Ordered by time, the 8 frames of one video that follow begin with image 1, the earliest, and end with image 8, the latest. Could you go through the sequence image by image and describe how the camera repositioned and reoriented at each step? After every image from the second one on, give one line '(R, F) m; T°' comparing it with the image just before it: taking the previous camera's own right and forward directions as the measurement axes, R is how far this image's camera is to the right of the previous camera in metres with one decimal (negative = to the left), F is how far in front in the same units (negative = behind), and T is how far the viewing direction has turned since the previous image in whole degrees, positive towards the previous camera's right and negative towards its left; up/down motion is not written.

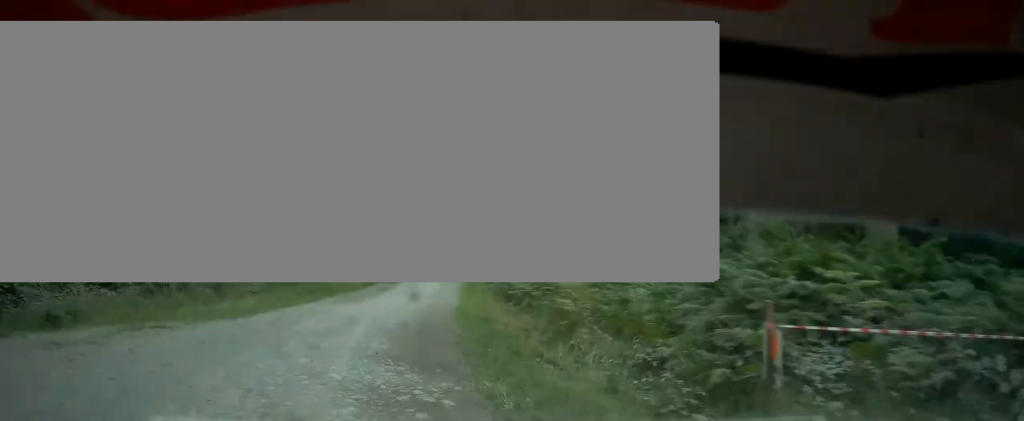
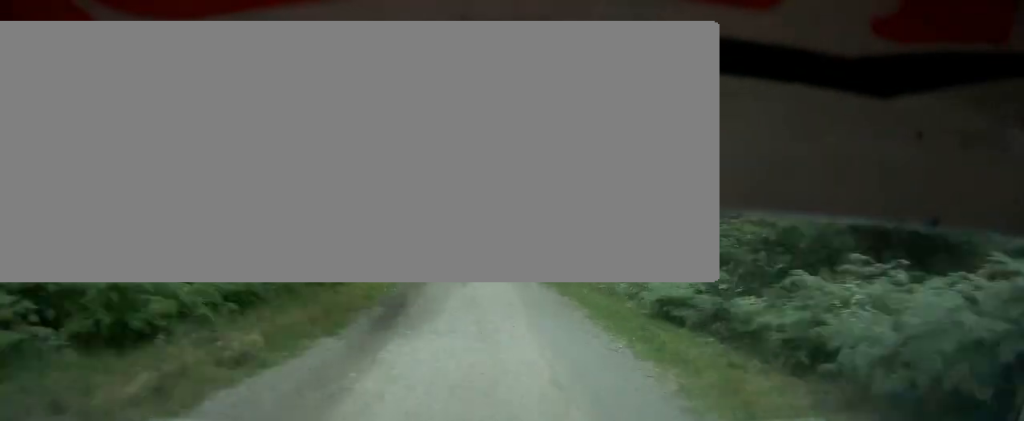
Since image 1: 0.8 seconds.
(+2.4, +24.9) m; +7°
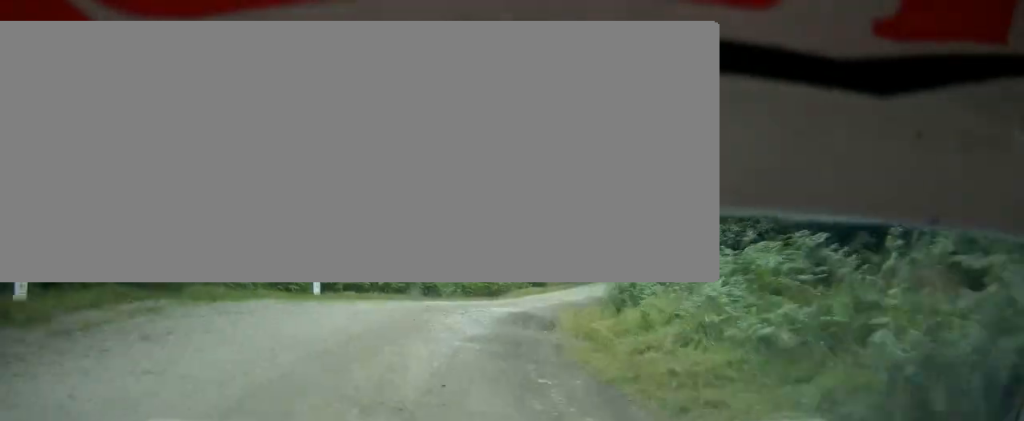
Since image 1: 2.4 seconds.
(+3.8, +44.0) m; +14°
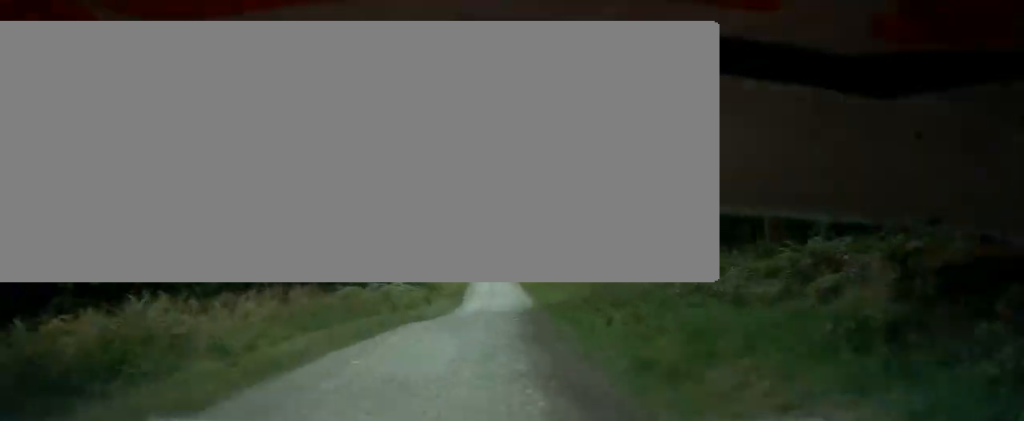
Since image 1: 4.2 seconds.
(+9.9, +49.1) m; +15°
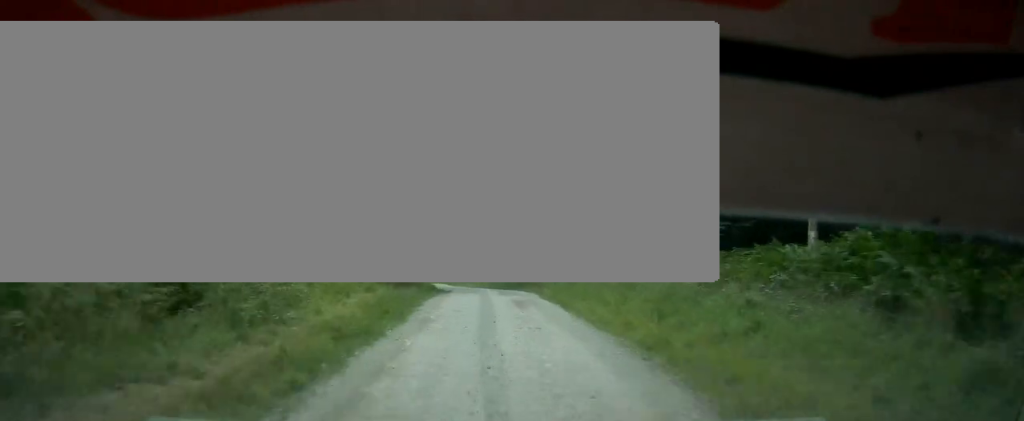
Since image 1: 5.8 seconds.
(+0.1, +48.0) m; 0°
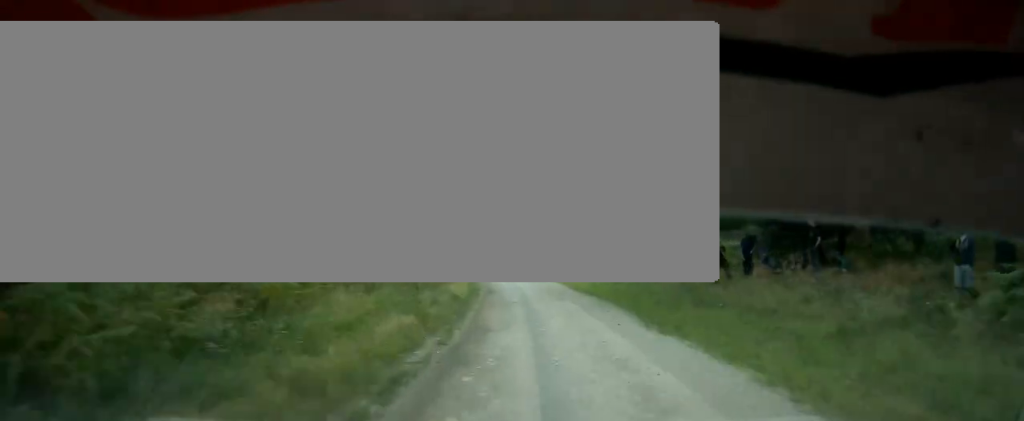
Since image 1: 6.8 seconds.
(0.0, +29.6) m; -1°
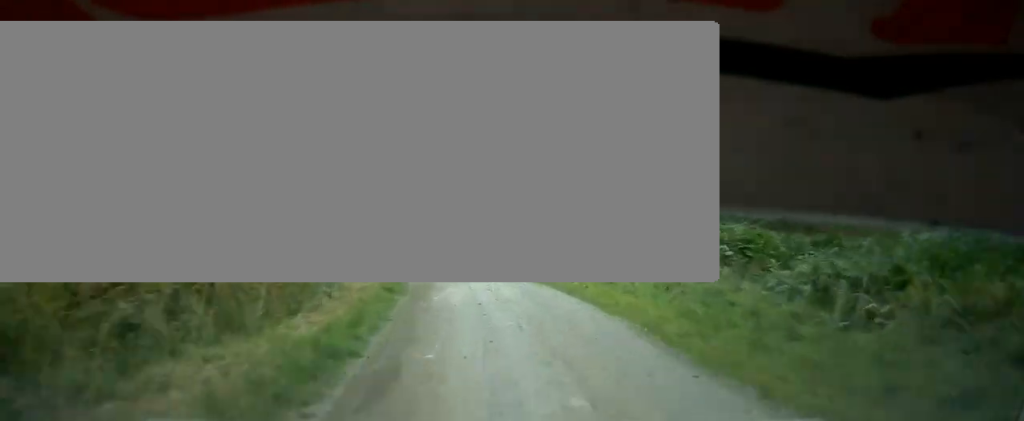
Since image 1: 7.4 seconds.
(0.0, +19.3) m; -1°
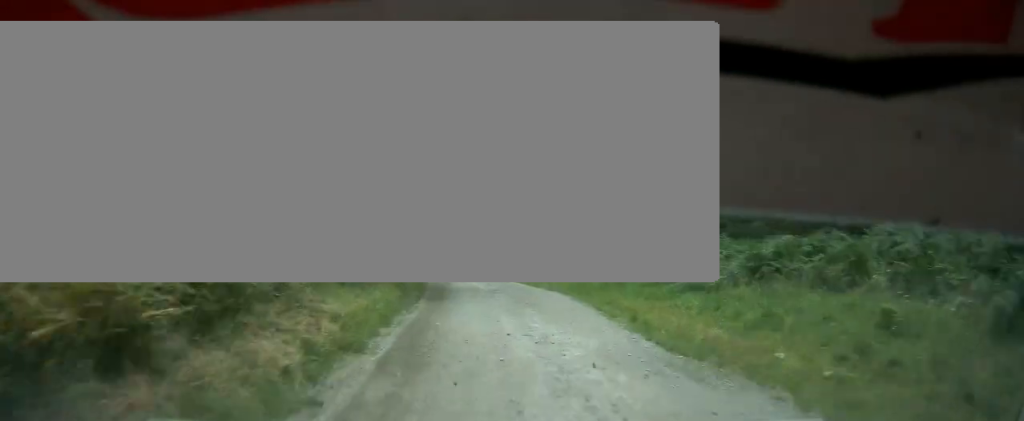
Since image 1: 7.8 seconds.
(-0.3, +11.8) m; -1°
